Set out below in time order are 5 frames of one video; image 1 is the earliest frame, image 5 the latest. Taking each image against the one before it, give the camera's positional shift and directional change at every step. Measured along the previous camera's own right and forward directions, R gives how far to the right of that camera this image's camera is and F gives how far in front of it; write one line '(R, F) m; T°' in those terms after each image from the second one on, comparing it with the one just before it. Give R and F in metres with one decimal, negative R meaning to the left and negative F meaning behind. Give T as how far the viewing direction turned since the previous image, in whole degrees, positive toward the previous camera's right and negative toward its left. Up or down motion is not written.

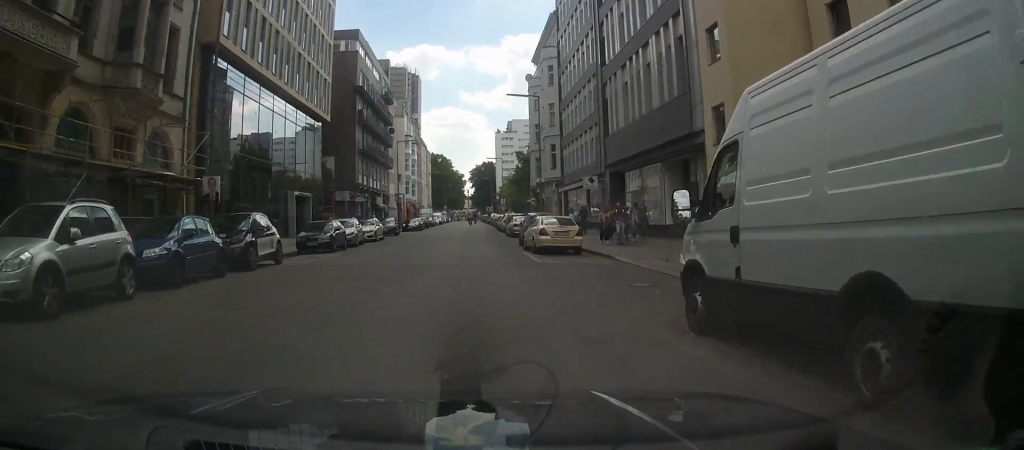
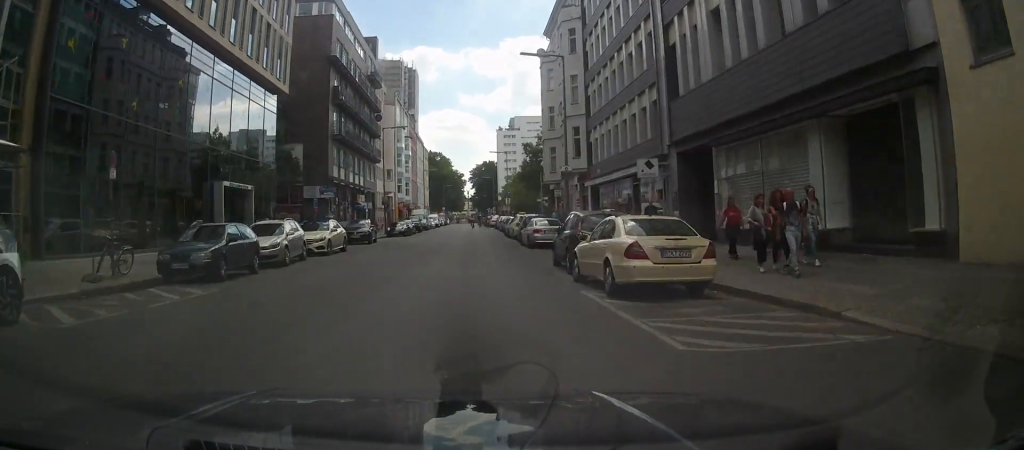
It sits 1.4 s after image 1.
(+0.3, +12.1) m; +1°
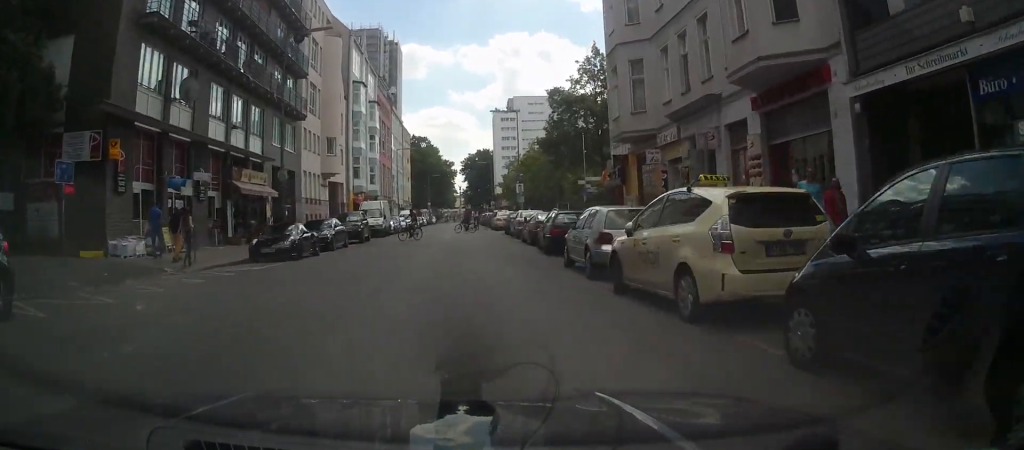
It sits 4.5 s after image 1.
(-1.7, +33.4) m; -4°
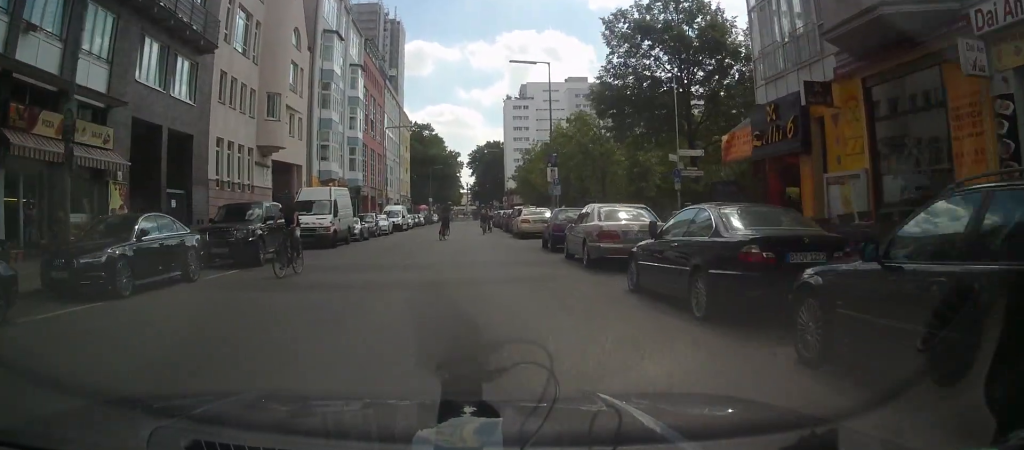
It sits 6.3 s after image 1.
(0.0, +19.6) m; 0°
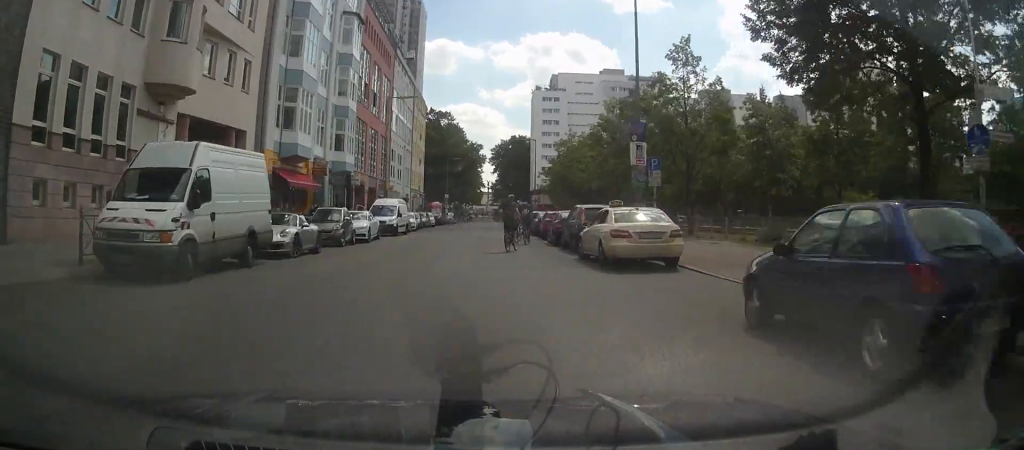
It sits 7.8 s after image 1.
(0.0, +17.0) m; 0°
